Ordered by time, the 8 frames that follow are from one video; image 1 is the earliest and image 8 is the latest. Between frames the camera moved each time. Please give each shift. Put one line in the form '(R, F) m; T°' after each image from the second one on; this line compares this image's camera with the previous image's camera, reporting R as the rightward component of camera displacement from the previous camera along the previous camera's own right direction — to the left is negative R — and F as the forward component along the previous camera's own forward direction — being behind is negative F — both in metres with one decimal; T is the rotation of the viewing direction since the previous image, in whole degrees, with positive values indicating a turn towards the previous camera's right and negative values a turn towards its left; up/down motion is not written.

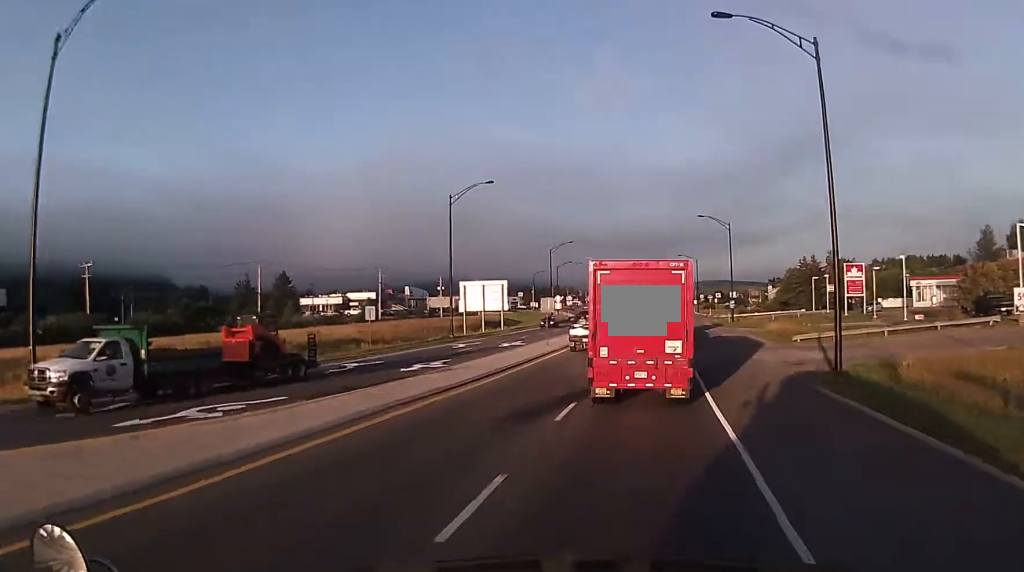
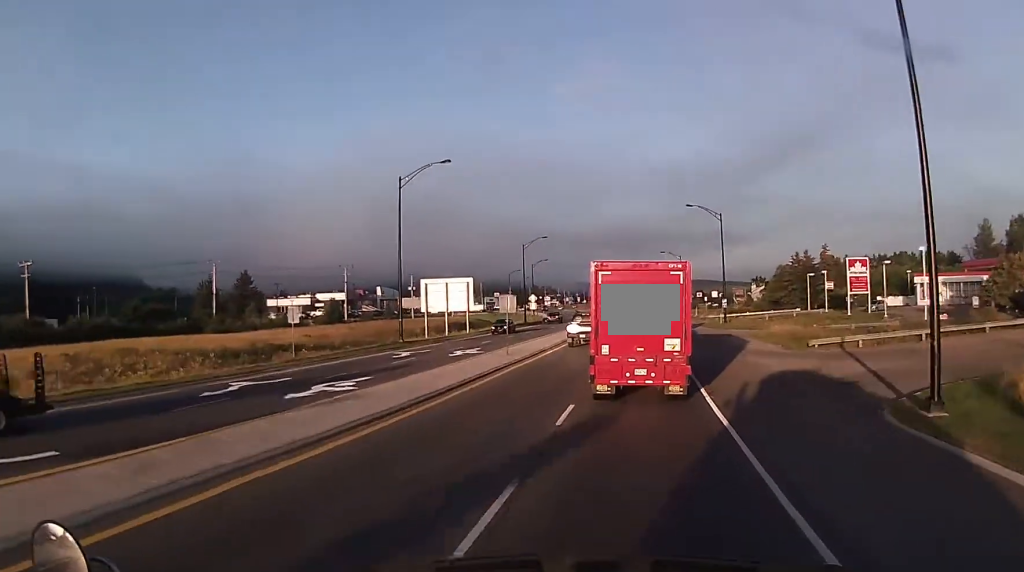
(-0.3, +9.3) m; +2°
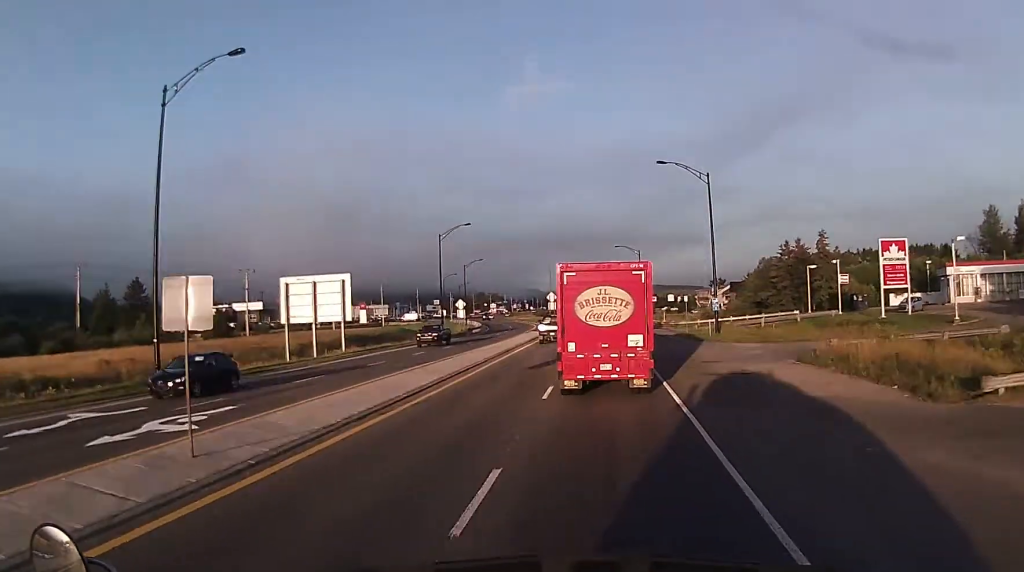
(+1.4, +24.6) m; +4°
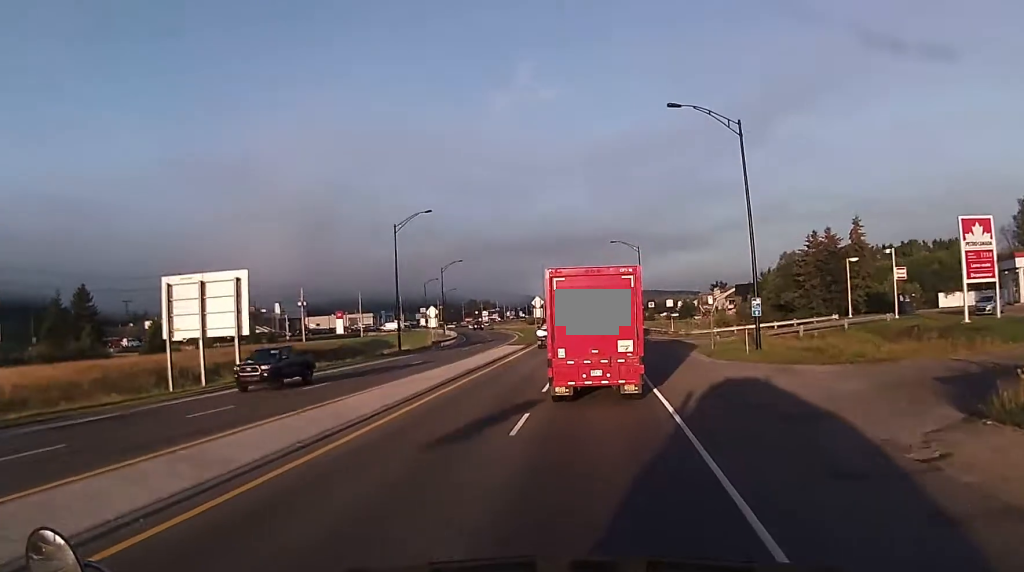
(-0.3, +16.0) m; -1°
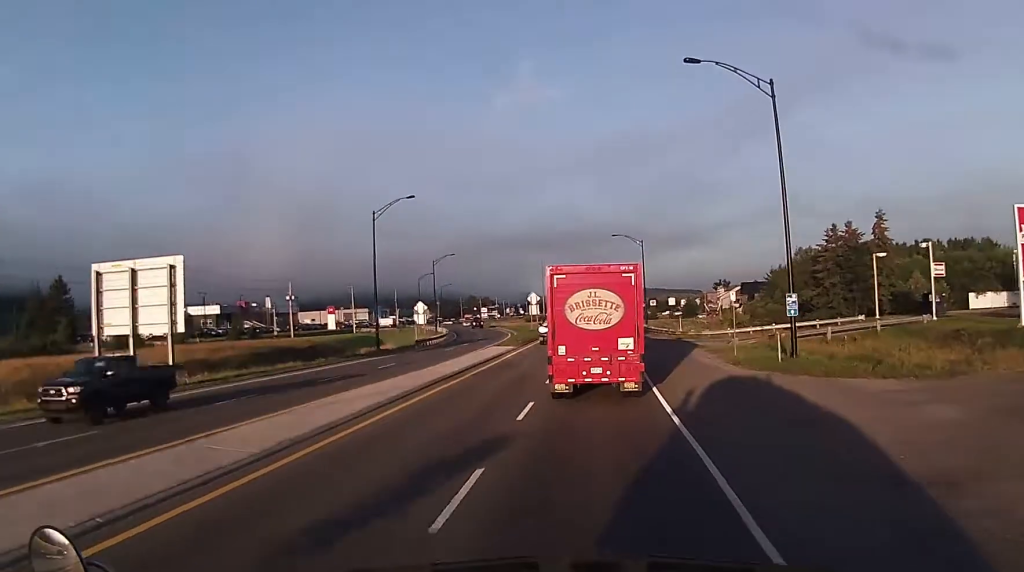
(0.0, +6.9) m; 0°
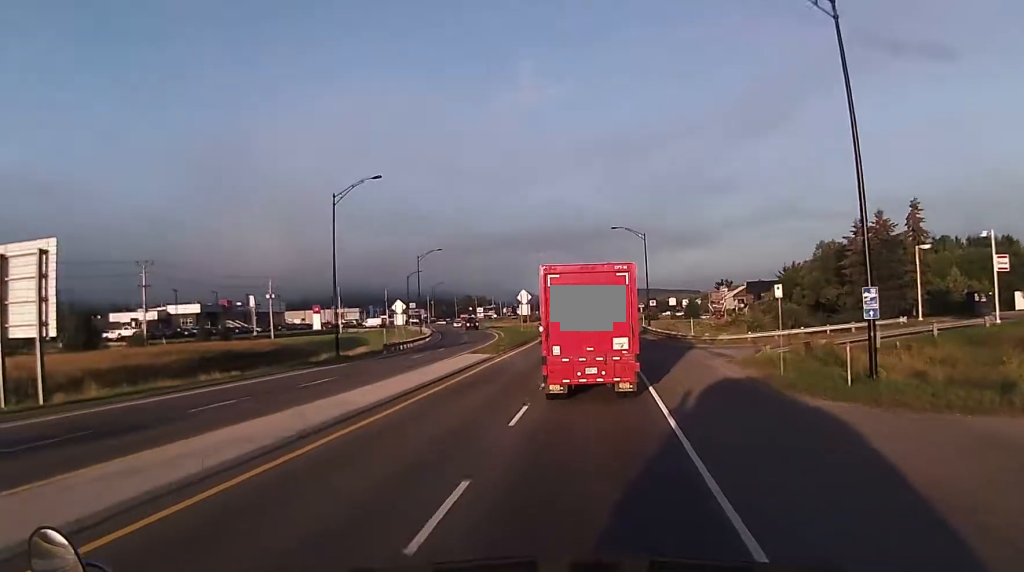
(0.0, +9.3) m; 0°
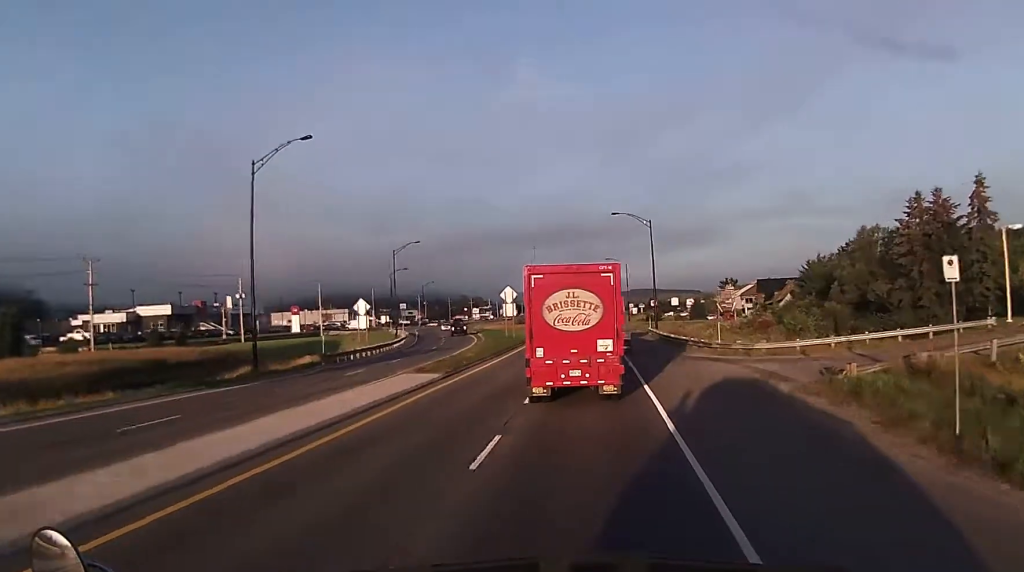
(0.0, +12.9) m; 0°
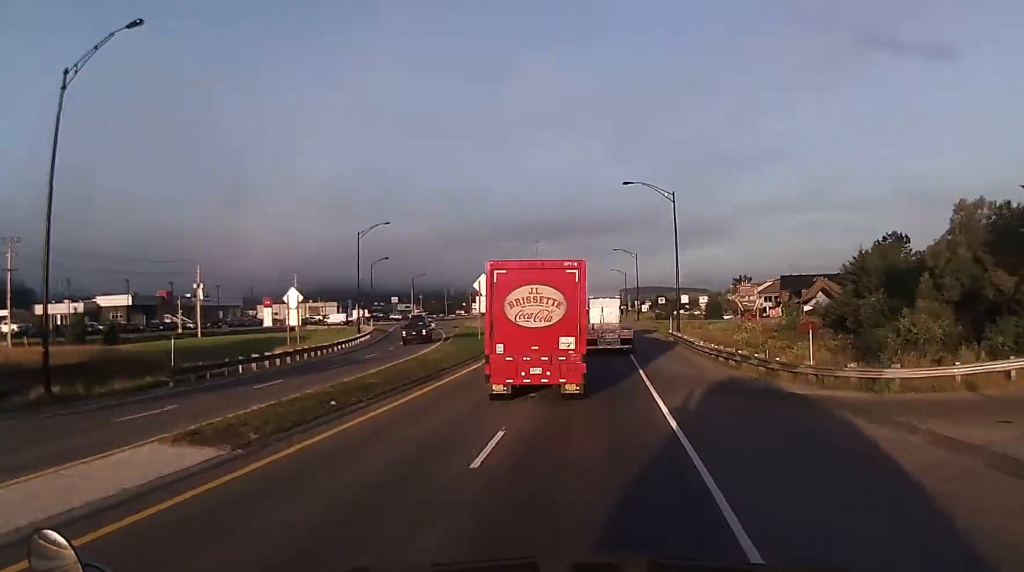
(0.0, +17.6) m; -1°
